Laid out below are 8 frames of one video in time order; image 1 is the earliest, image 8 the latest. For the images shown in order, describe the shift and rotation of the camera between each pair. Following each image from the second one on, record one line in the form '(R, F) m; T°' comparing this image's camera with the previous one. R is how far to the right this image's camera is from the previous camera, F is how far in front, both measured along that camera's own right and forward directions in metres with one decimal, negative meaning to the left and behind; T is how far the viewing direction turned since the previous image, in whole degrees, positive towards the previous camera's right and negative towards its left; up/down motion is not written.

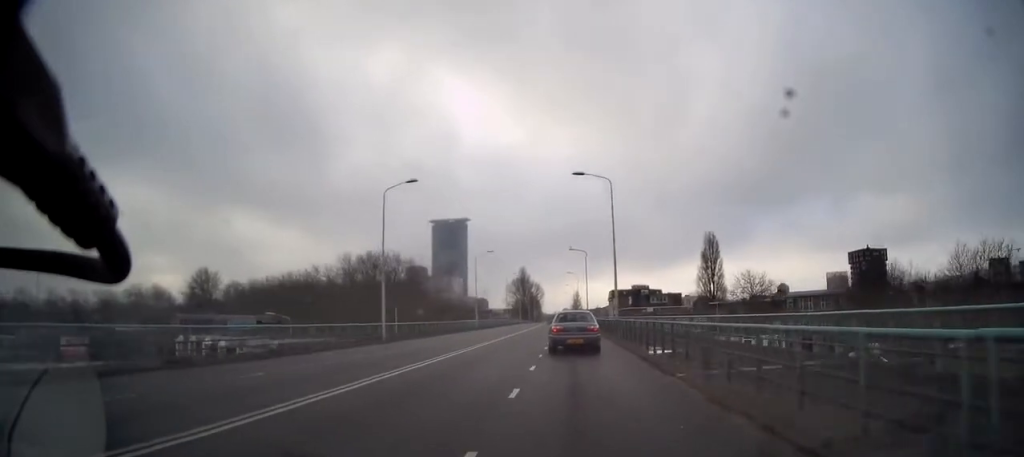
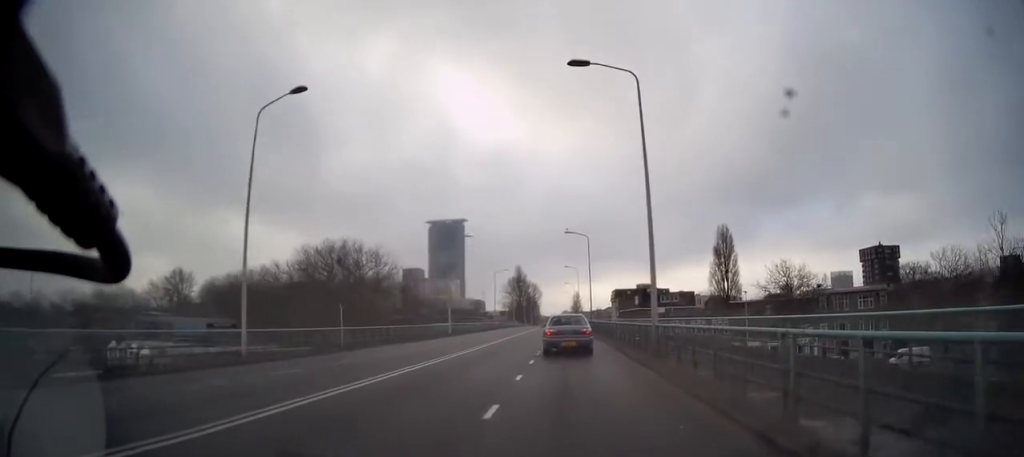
(+0.2, +14.3) m; +1°
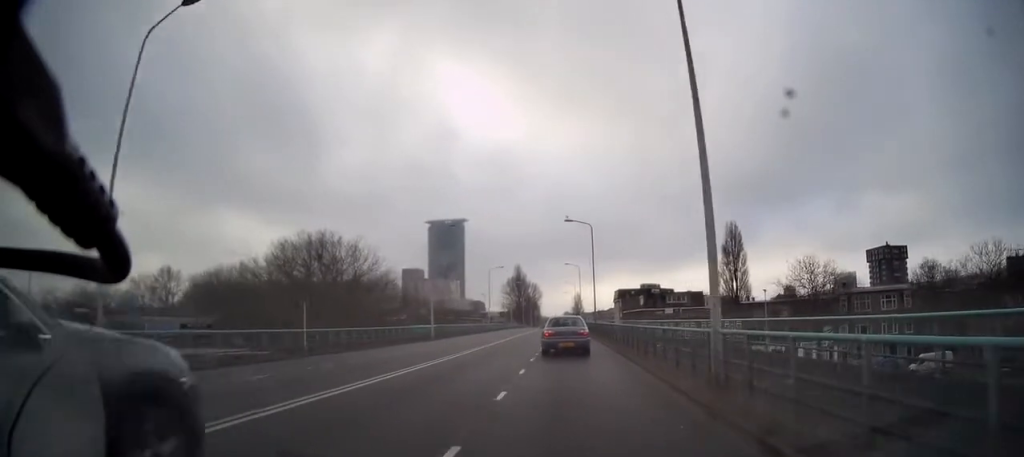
(0.0, +6.8) m; 0°
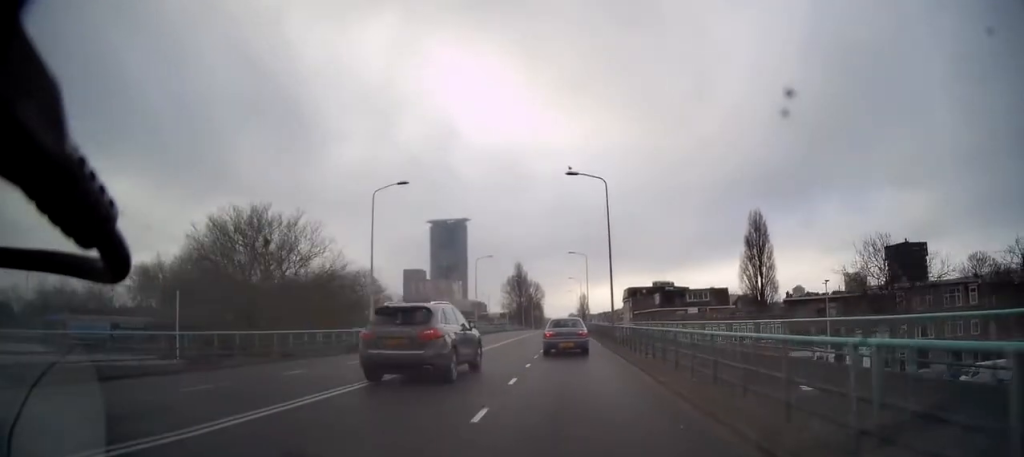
(-0.1, +14.3) m; -1°
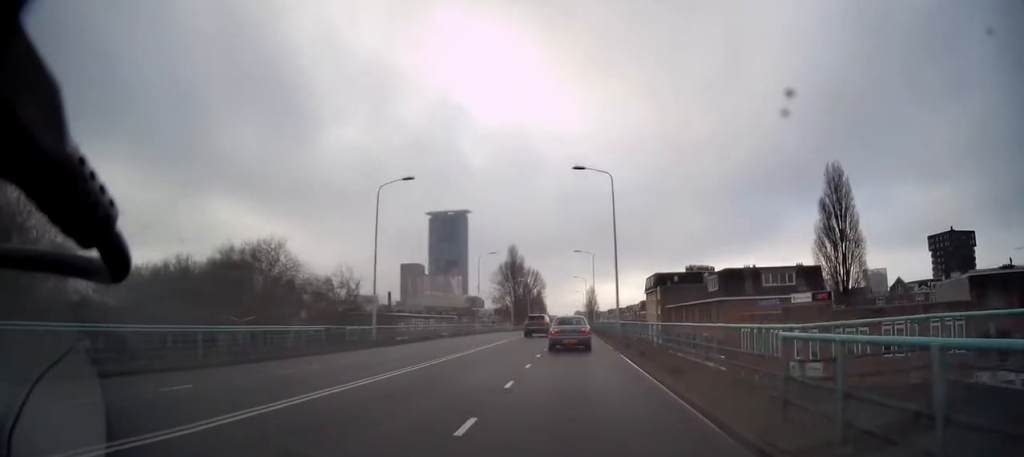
(-0.3, +34.2) m; 0°
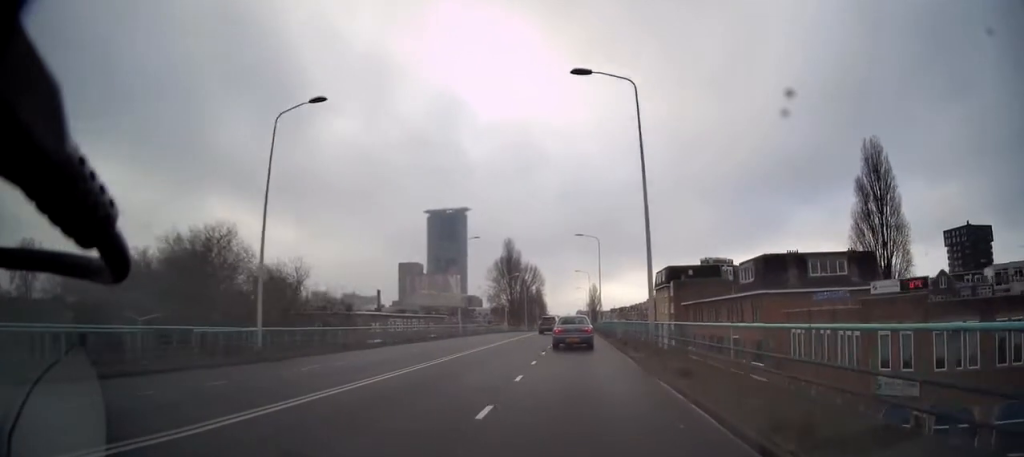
(0.0, +11.6) m; 0°
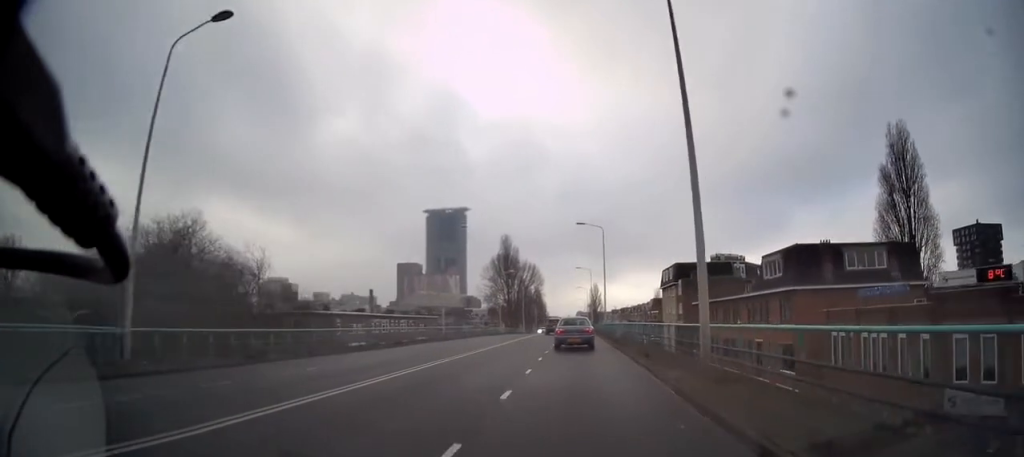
(0.0, +6.6) m; 0°
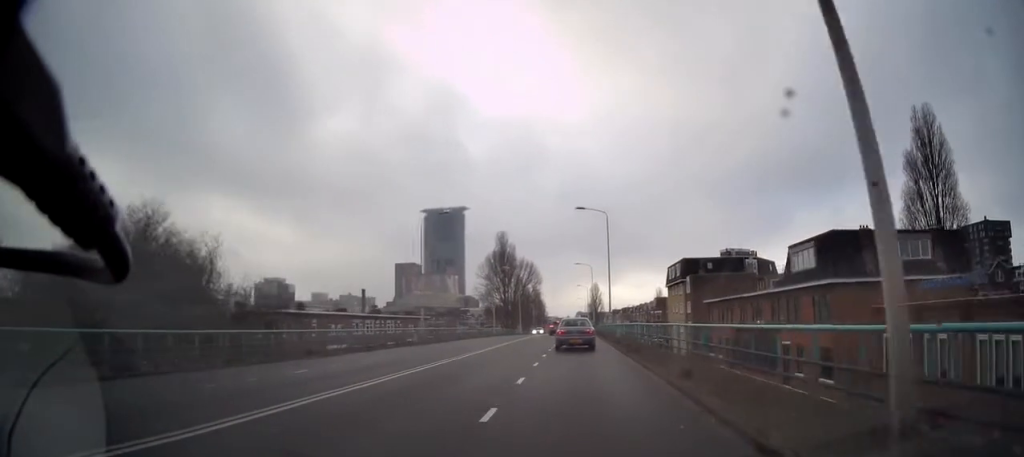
(0.0, +6.0) m; 0°
